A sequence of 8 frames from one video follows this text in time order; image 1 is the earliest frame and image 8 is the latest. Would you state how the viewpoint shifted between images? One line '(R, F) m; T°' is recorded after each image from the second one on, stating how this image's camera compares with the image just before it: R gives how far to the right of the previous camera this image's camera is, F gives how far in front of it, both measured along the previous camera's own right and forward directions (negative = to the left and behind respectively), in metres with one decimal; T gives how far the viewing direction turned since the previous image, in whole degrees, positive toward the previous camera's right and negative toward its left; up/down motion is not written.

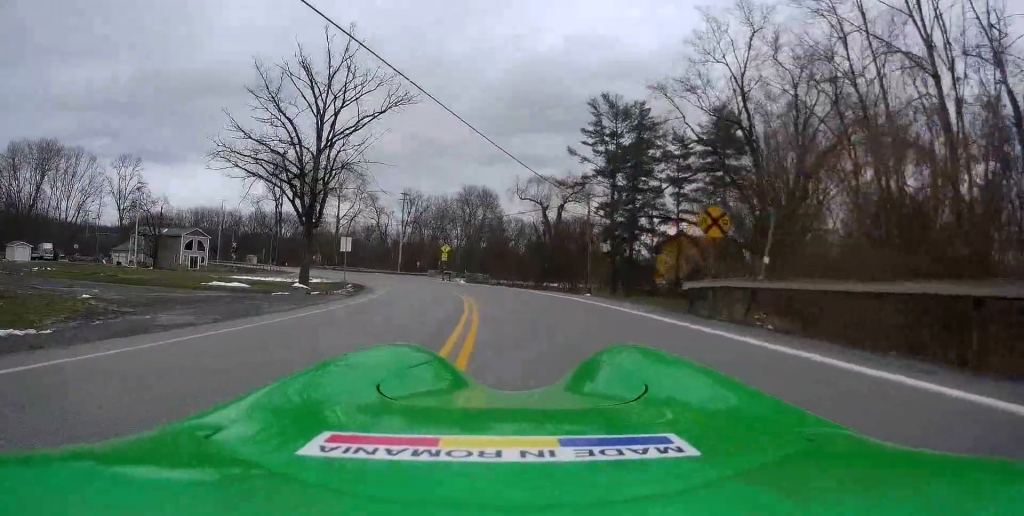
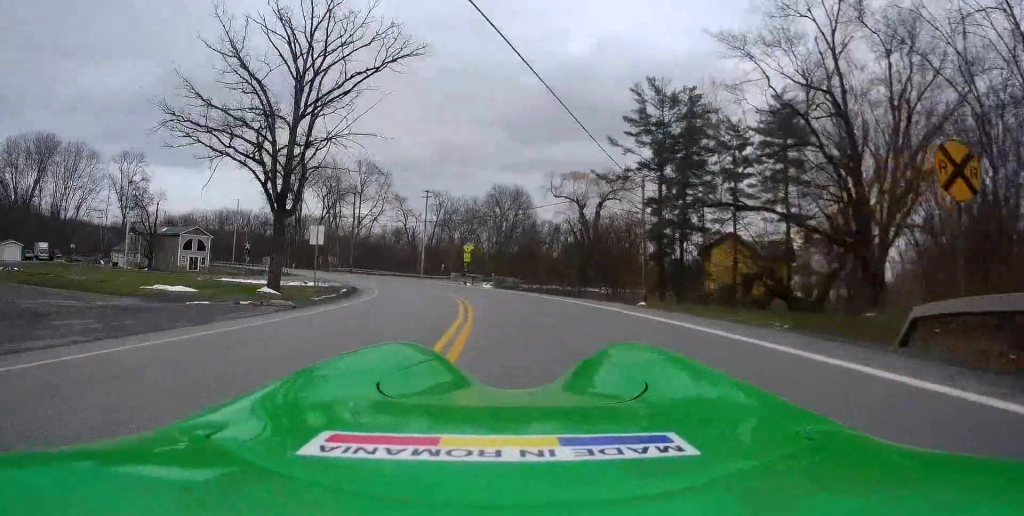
(0.0, +8.4) m; -4°
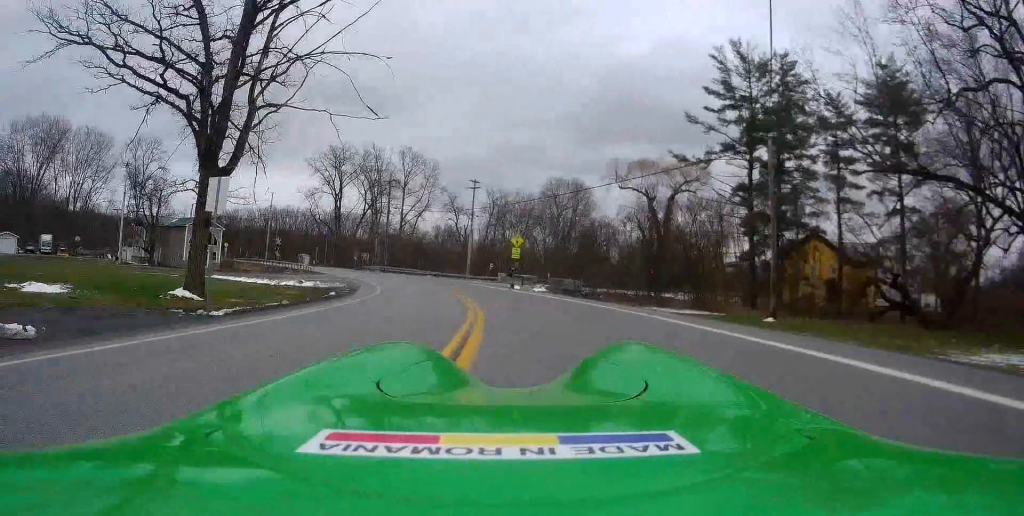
(-0.9, +11.4) m; -6°
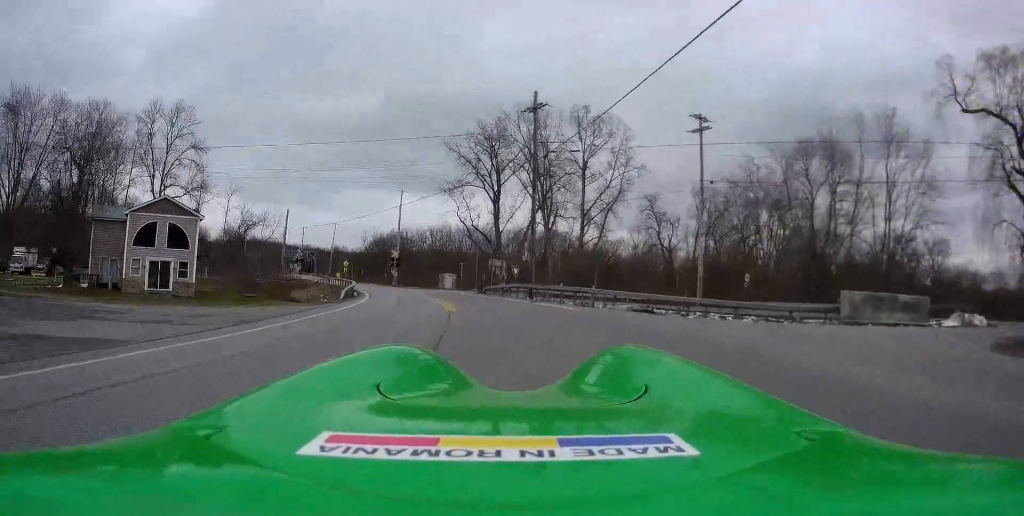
(-6.3, +44.0) m; -21°
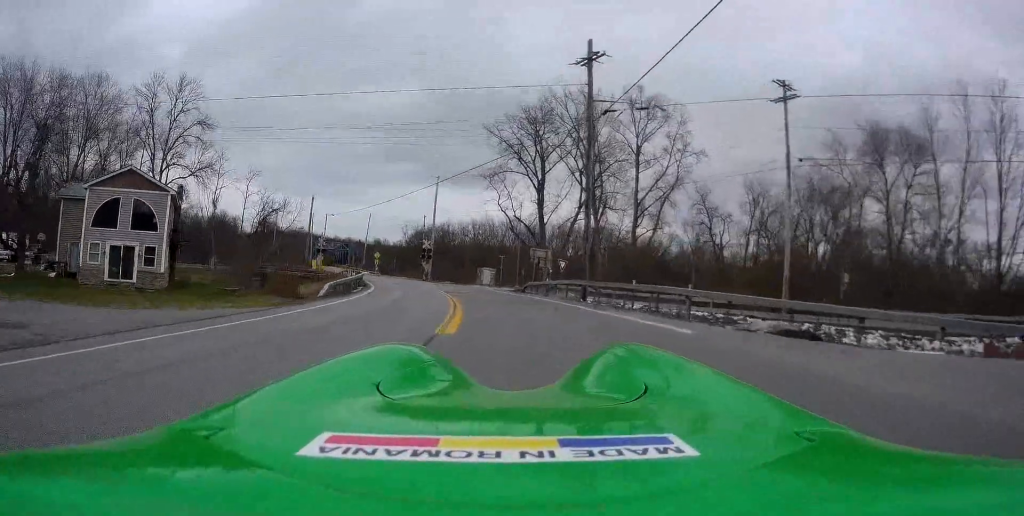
(-0.4, +9.0) m; -4°
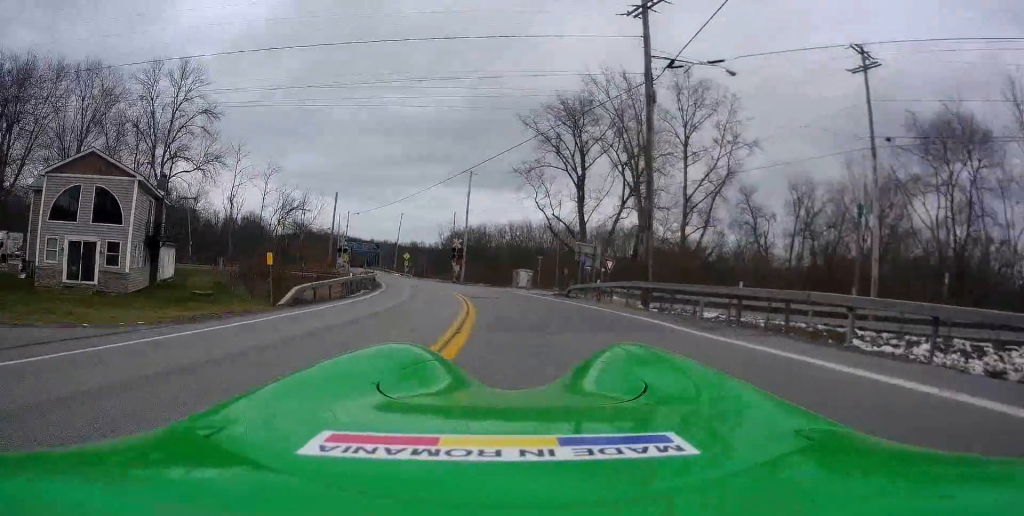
(-0.2, +6.7) m; -3°
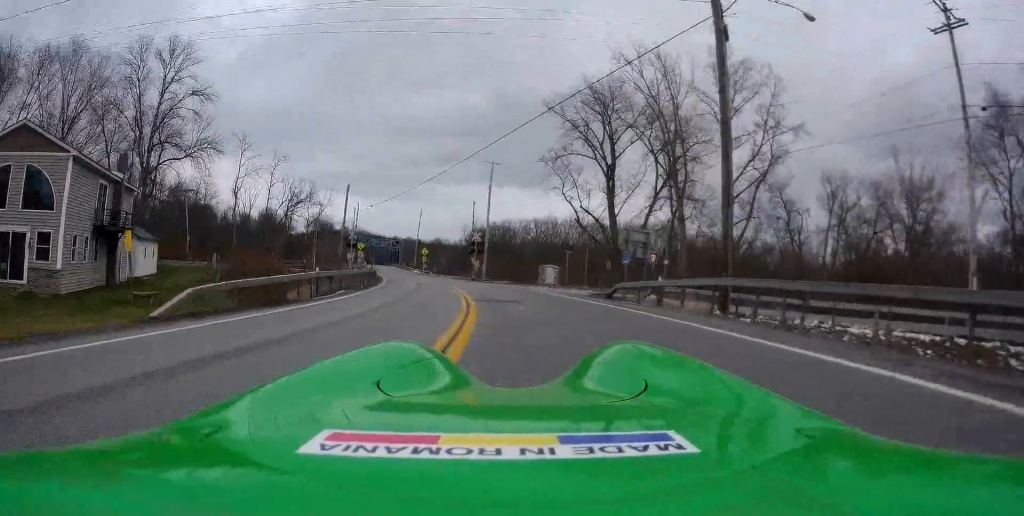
(-0.2, +6.7) m; -3°
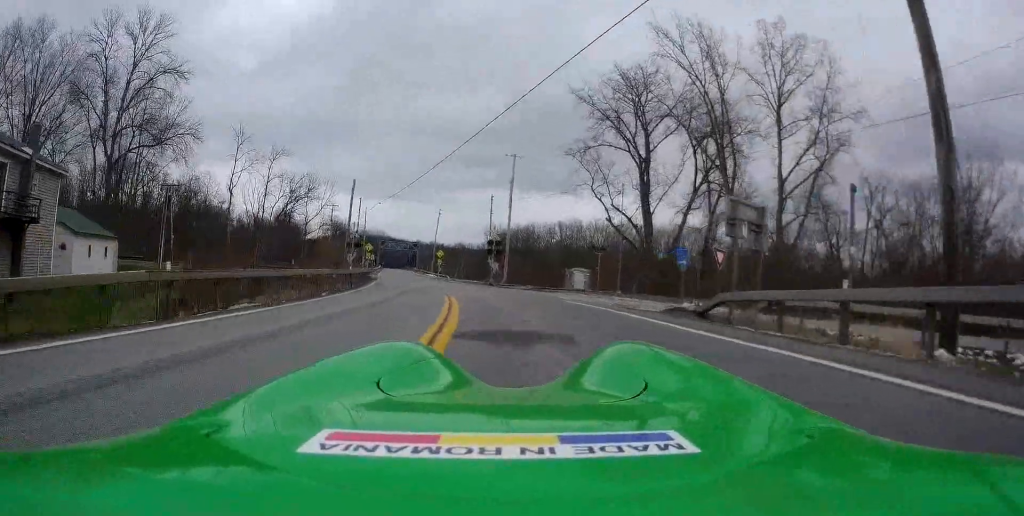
(-0.4, +8.8) m; -4°
